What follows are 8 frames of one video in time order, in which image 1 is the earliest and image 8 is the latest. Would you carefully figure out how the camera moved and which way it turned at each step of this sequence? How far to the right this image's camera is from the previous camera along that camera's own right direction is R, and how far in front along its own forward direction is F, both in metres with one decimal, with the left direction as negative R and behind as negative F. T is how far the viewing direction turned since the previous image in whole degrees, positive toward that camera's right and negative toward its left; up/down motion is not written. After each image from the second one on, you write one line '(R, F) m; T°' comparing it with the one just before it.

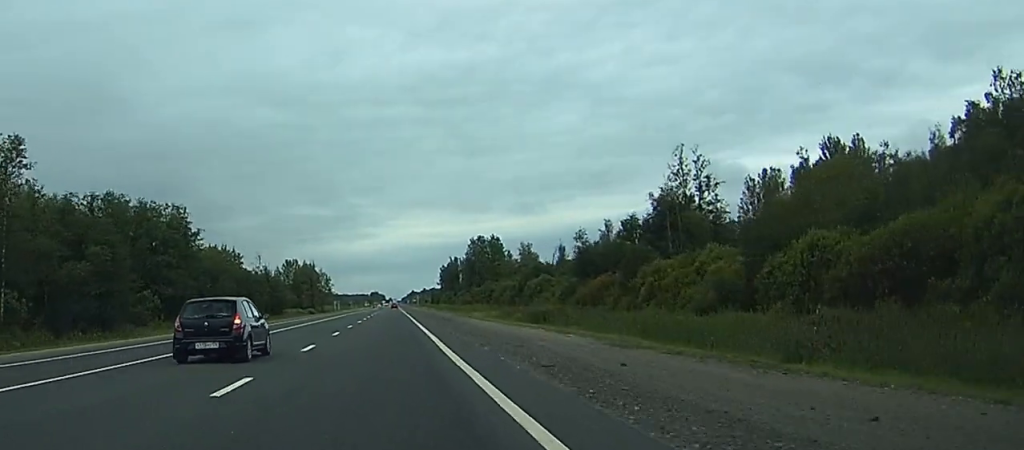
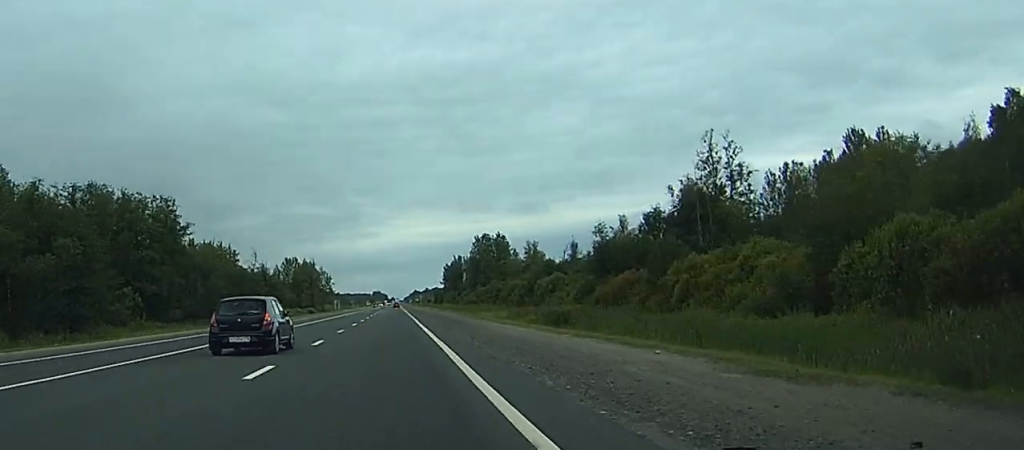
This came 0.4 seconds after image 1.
(+0.2, +9.1) m; +1°
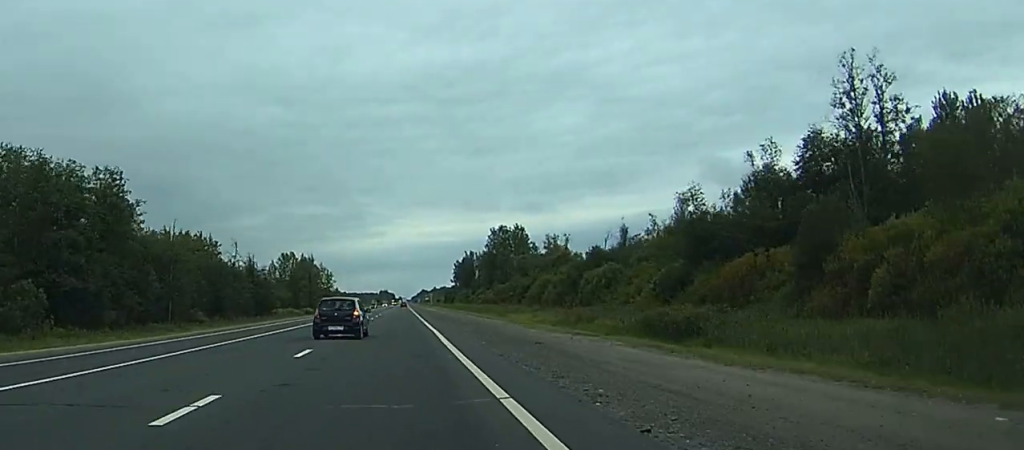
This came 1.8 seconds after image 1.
(+0.4, +29.4) m; 0°
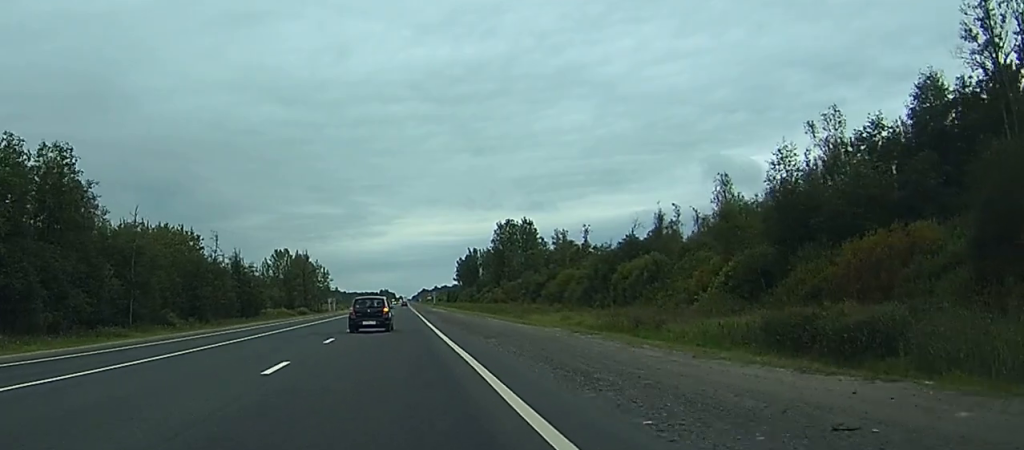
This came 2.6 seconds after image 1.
(-0.1, +16.9) m; 0°
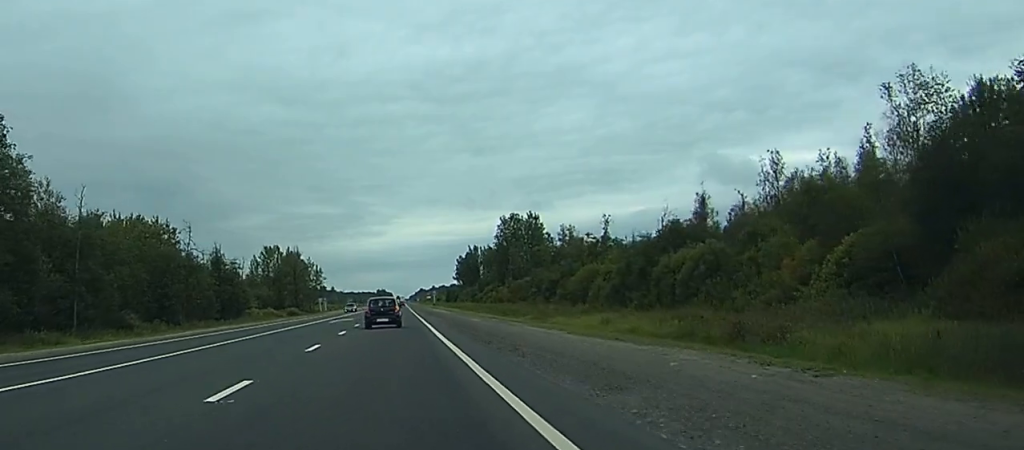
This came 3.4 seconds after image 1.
(0.0, +16.3) m; 0°
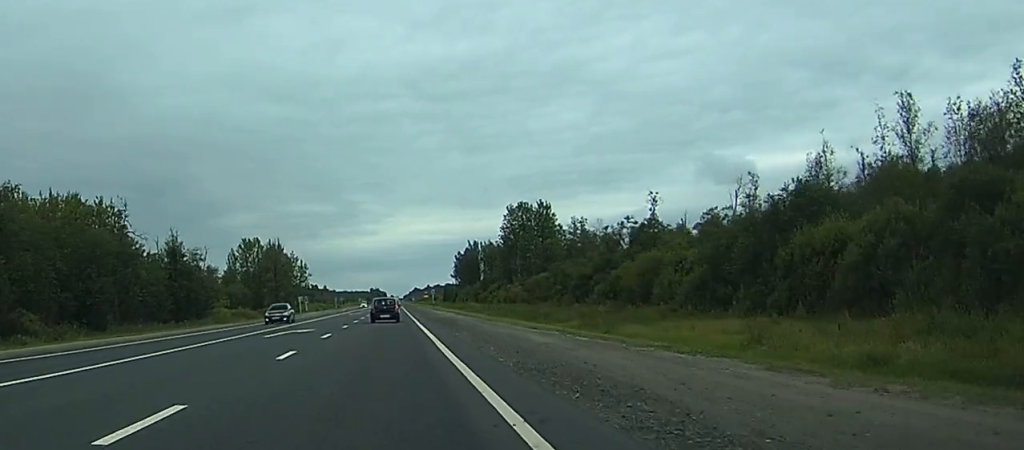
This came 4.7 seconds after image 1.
(+0.1, +27.8) m; 0°
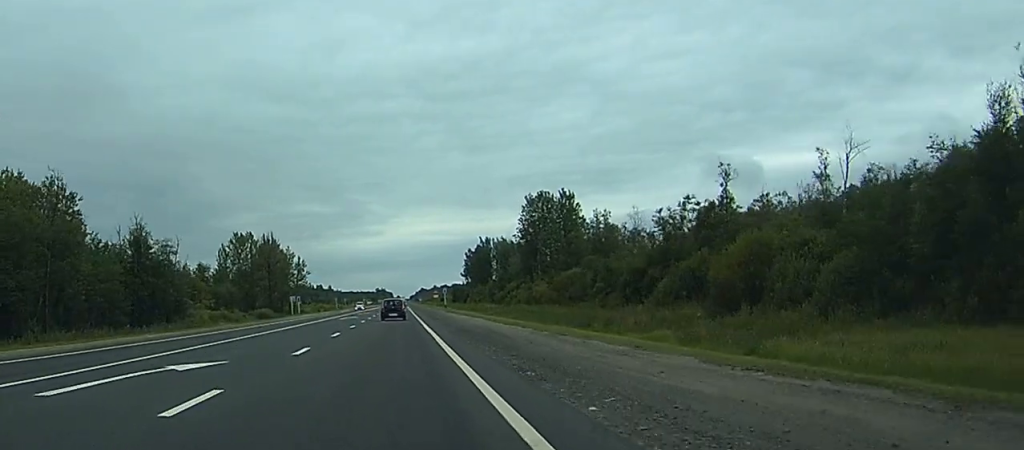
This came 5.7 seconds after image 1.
(0.0, +22.1) m; 0°
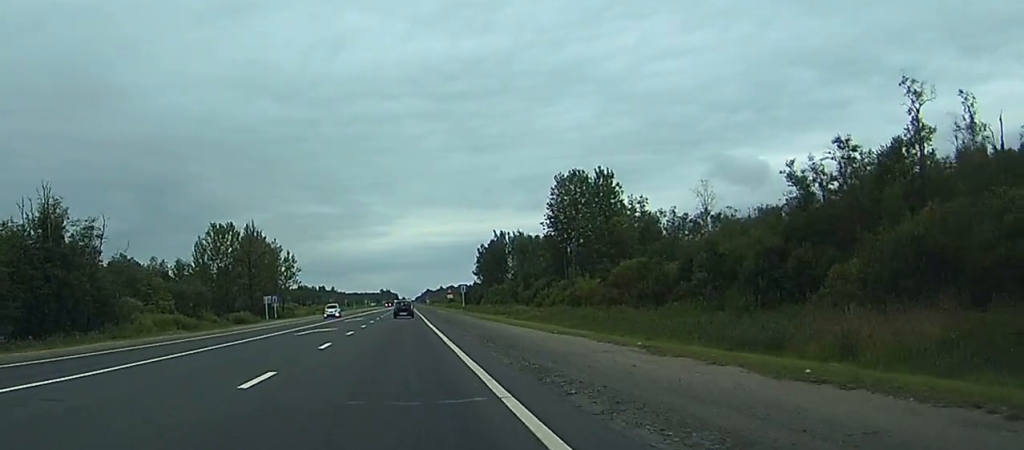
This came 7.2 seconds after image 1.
(-0.2, +32.5) m; -1°
